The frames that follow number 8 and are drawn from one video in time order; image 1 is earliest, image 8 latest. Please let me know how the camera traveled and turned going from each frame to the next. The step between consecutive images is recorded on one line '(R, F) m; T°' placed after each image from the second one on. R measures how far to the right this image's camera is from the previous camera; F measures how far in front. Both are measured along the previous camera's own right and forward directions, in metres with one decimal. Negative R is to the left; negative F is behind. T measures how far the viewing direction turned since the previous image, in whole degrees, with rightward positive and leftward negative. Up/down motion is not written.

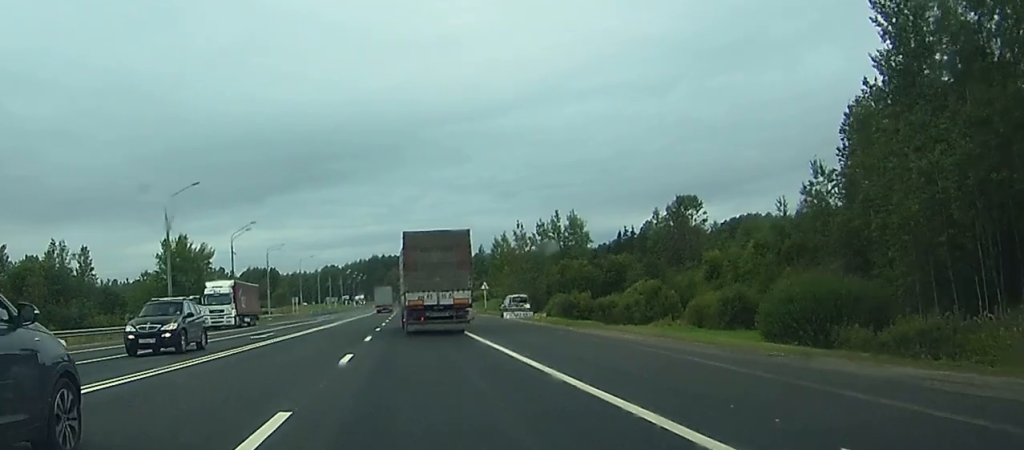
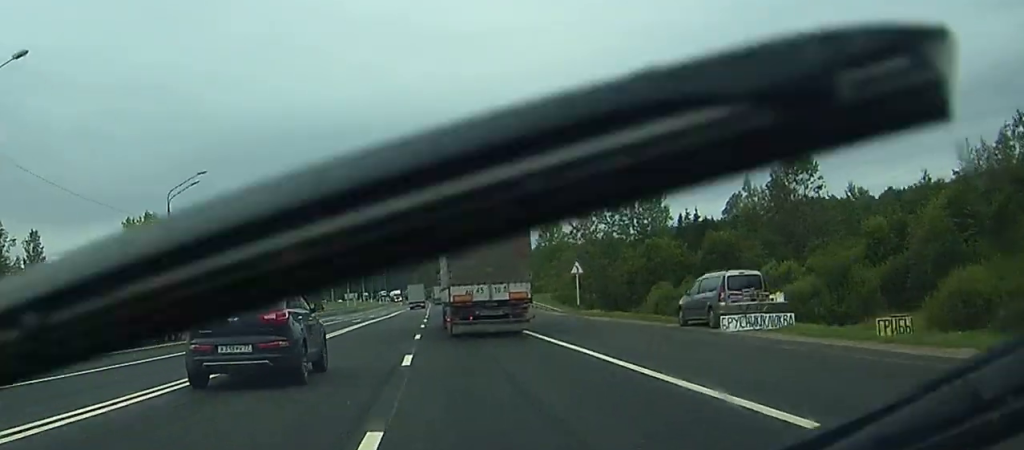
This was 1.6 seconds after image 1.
(-0.4, +37.3) m; -1°
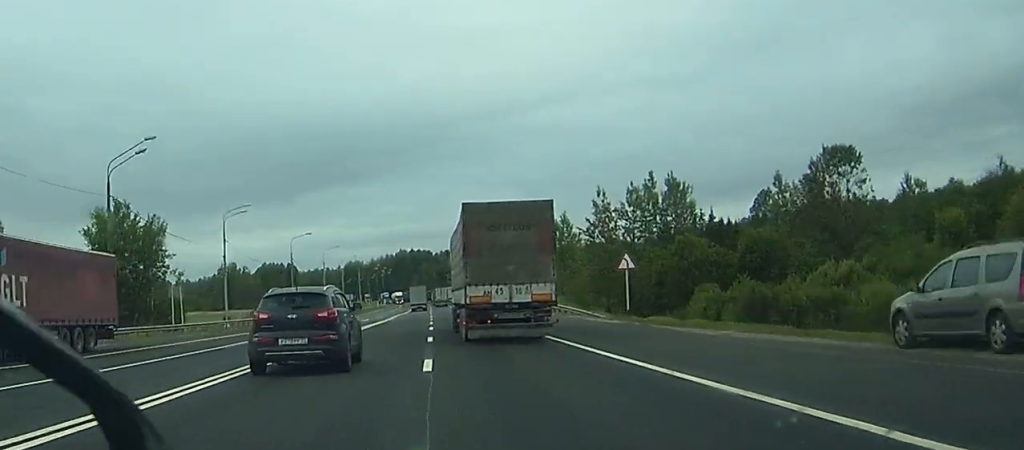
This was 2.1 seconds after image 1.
(0.0, +13.0) m; 0°
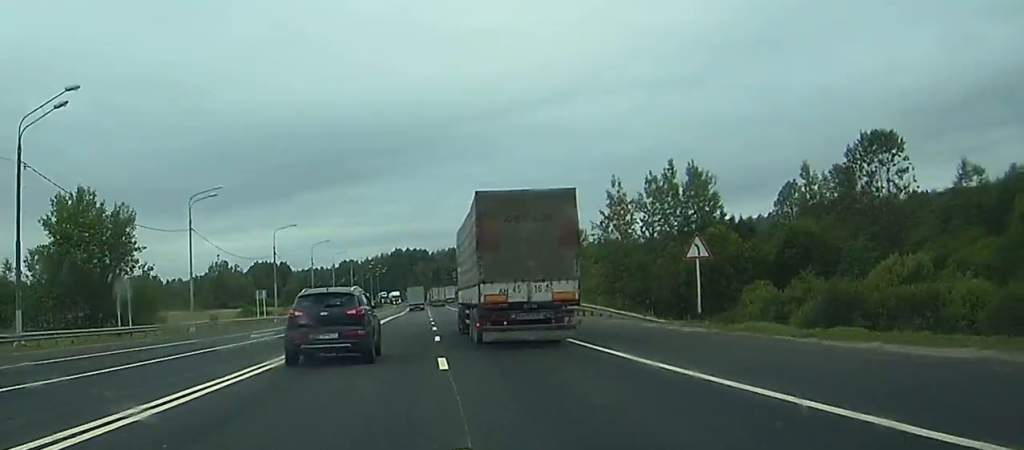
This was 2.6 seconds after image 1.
(0.0, +11.5) m; 0°
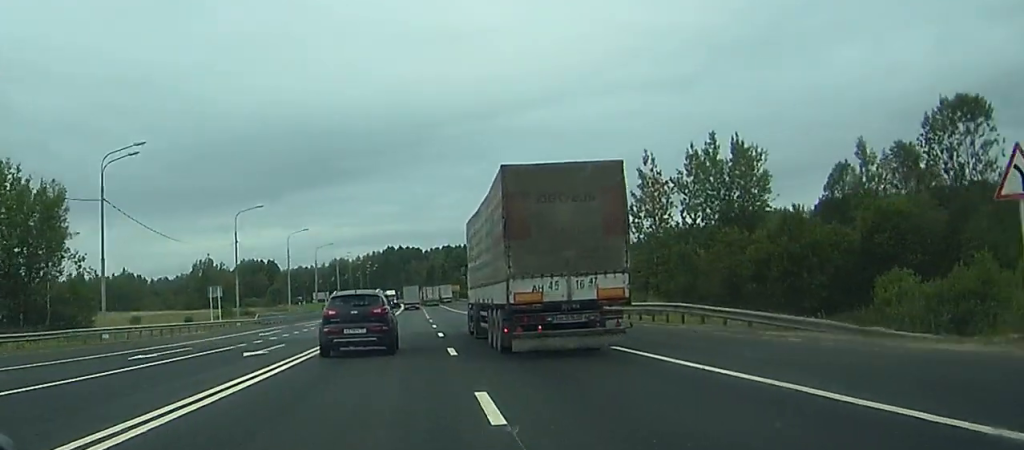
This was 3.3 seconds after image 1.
(0.0, +19.3) m; 0°
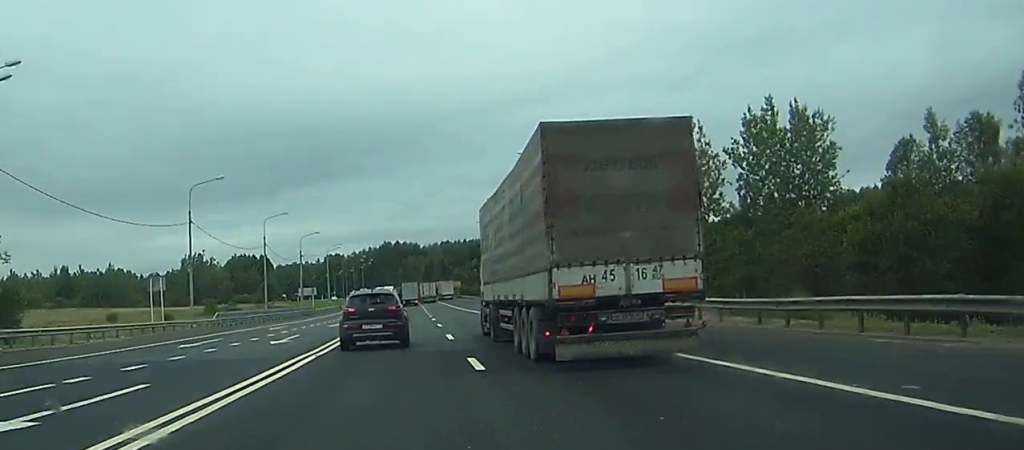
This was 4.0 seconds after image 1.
(0.0, +17.2) m; 0°
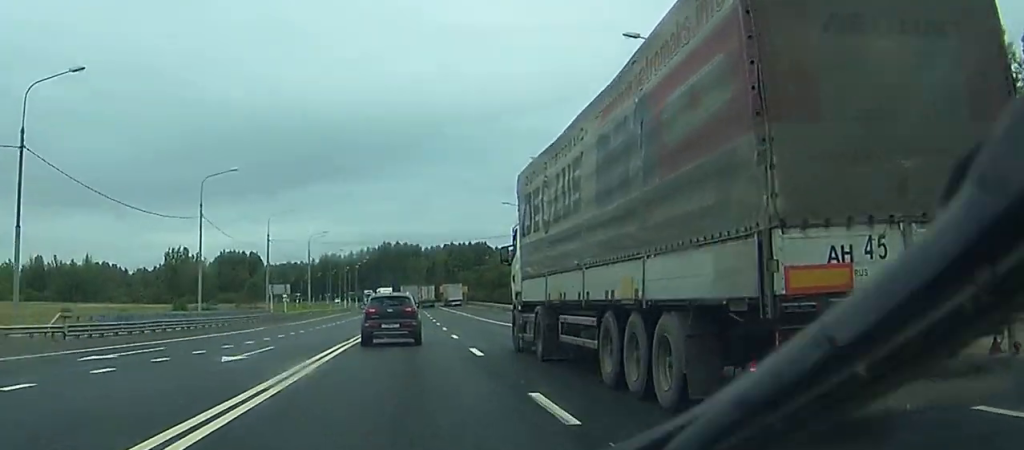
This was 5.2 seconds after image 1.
(0.0, +30.5) m; +1°
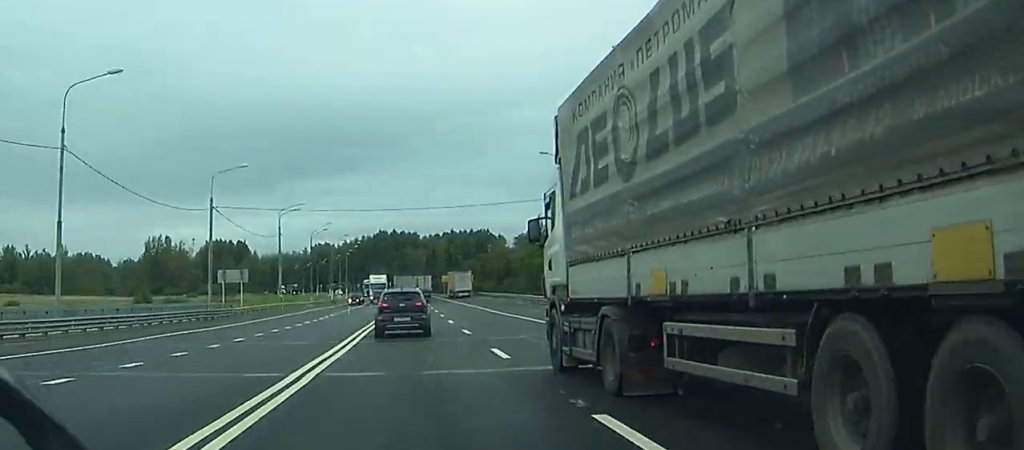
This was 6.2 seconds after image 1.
(+0.4, +26.5) m; -1°
